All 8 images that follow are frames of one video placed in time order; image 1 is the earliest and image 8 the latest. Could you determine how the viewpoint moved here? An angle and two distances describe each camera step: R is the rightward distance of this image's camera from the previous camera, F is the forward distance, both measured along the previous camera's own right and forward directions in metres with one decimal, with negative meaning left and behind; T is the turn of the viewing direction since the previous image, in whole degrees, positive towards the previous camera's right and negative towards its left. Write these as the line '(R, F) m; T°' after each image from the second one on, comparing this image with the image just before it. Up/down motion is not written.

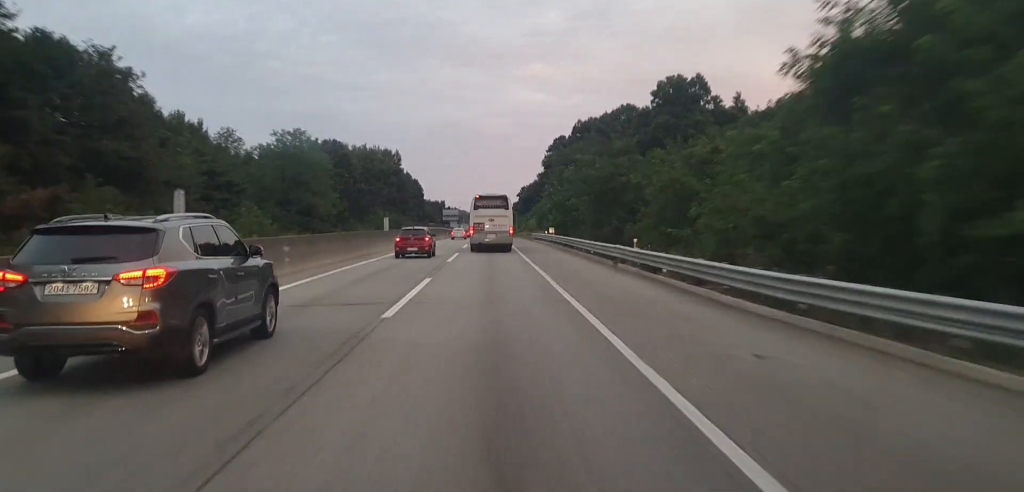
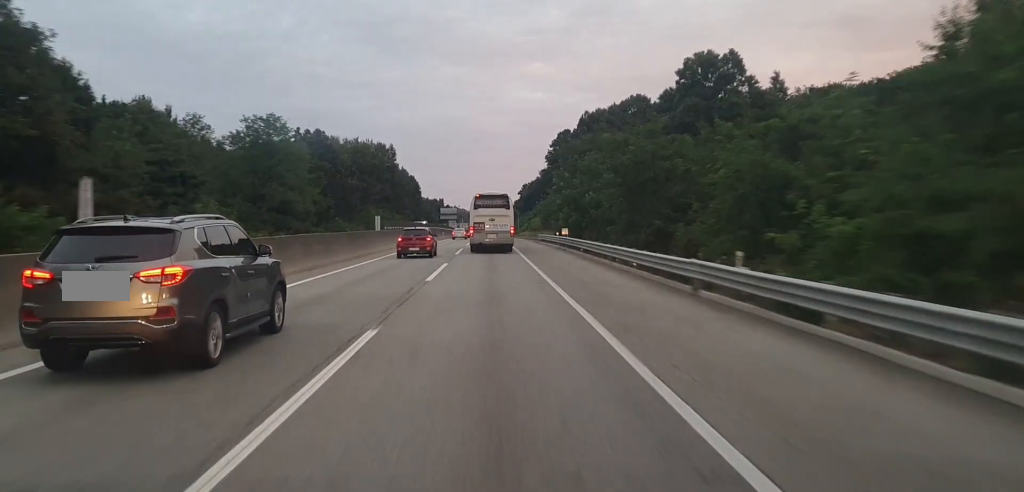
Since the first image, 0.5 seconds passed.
(+0.1, +11.5) m; 0°
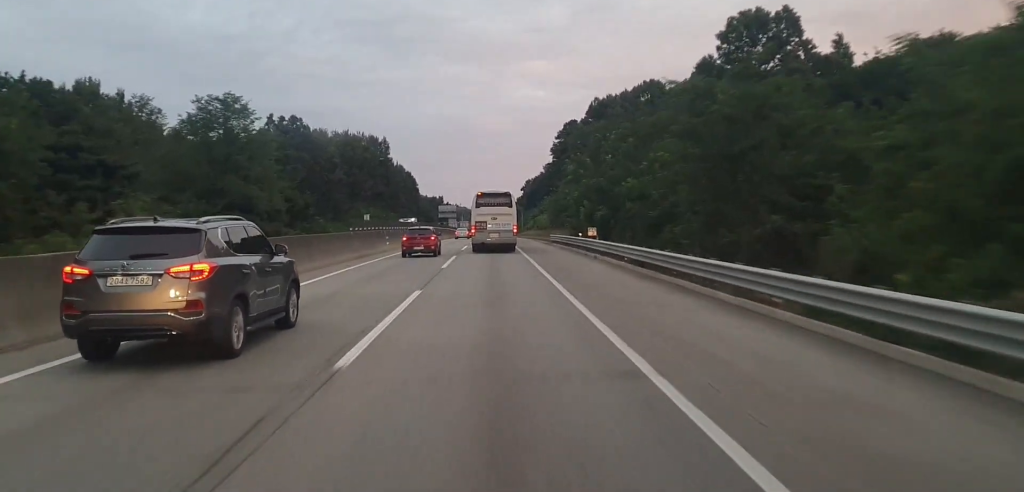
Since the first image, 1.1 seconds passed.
(-0.1, +13.6) m; 0°
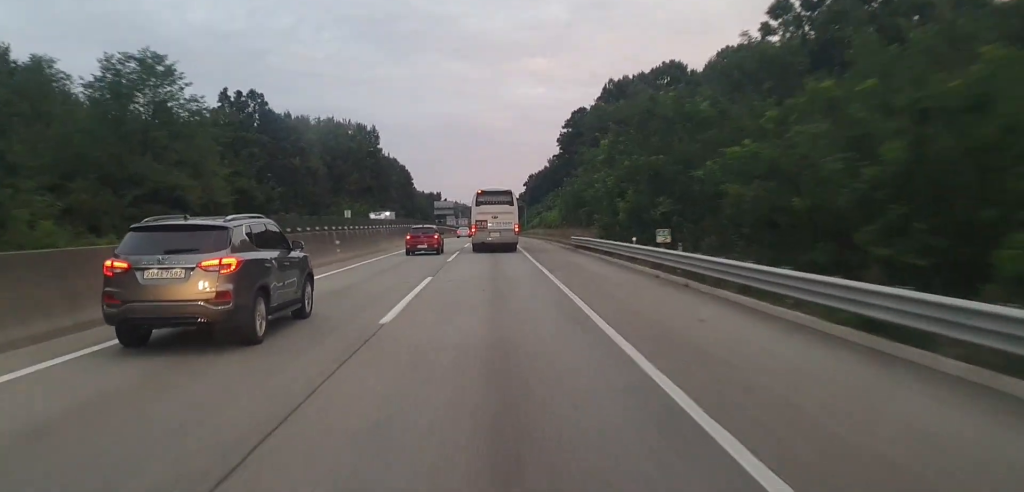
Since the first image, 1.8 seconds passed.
(0.0, +16.5) m; 0°
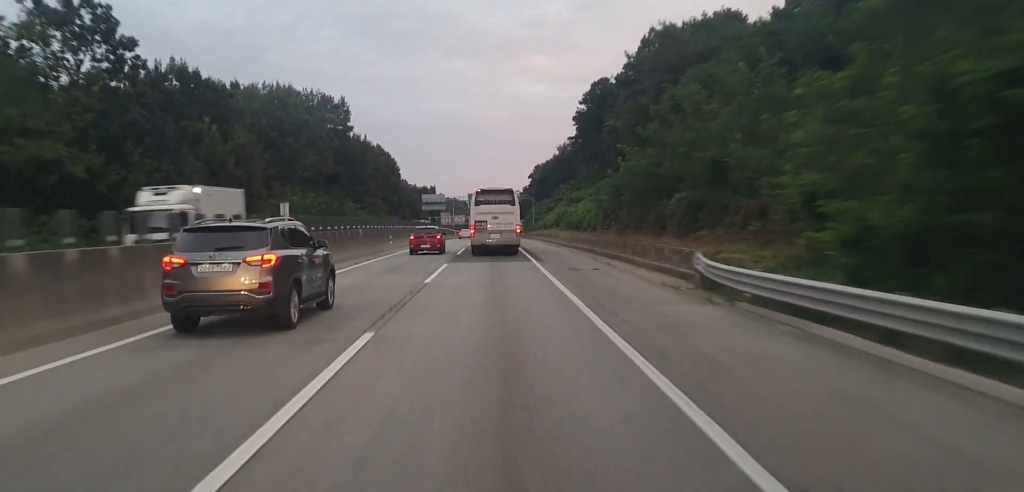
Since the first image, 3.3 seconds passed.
(0.0, +31.9) m; +1°
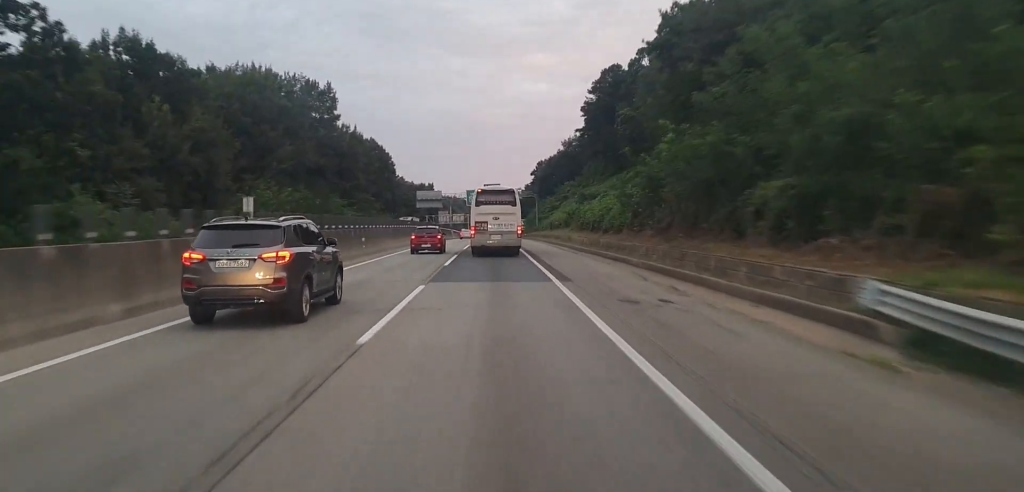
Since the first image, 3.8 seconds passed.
(+0.1, +11.1) m; 0°
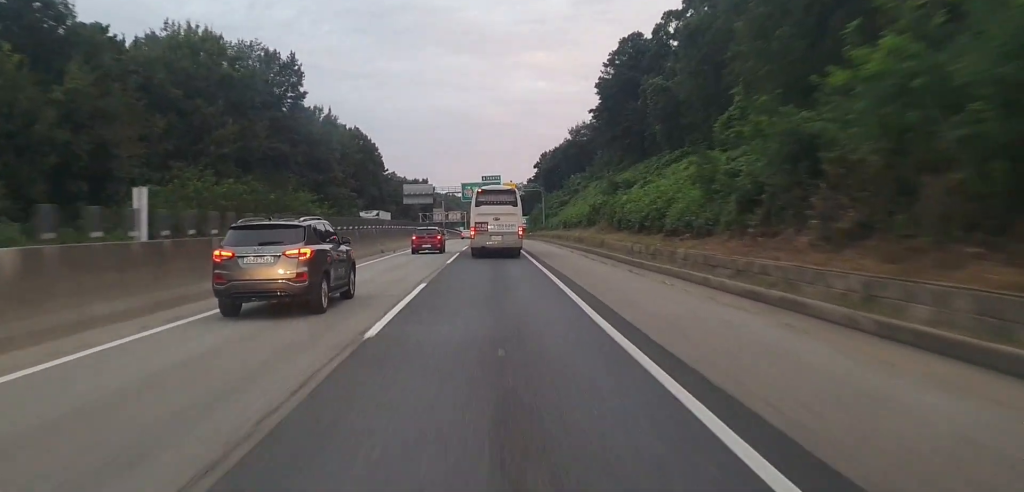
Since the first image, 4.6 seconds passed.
(+0.2, +19.1) m; 0°
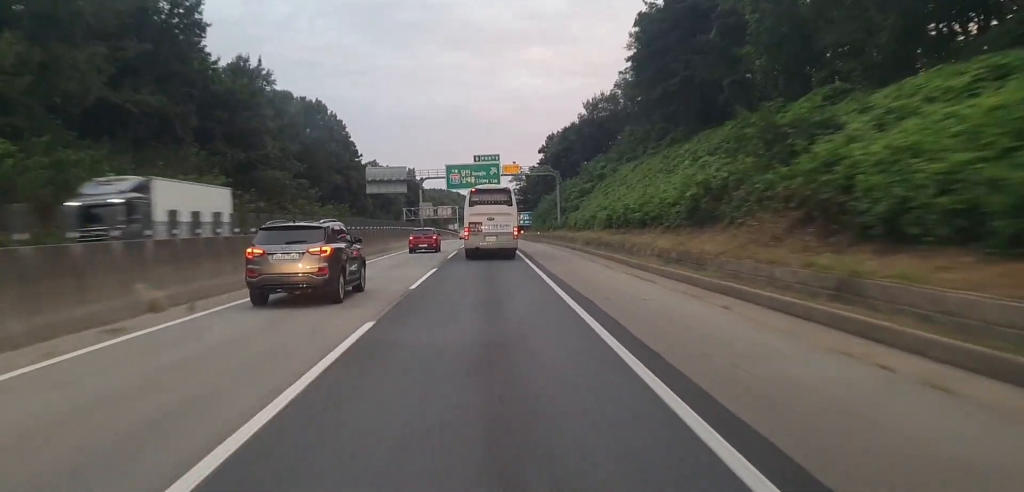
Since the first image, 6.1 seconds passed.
(-0.4, +31.3) m; -1°
